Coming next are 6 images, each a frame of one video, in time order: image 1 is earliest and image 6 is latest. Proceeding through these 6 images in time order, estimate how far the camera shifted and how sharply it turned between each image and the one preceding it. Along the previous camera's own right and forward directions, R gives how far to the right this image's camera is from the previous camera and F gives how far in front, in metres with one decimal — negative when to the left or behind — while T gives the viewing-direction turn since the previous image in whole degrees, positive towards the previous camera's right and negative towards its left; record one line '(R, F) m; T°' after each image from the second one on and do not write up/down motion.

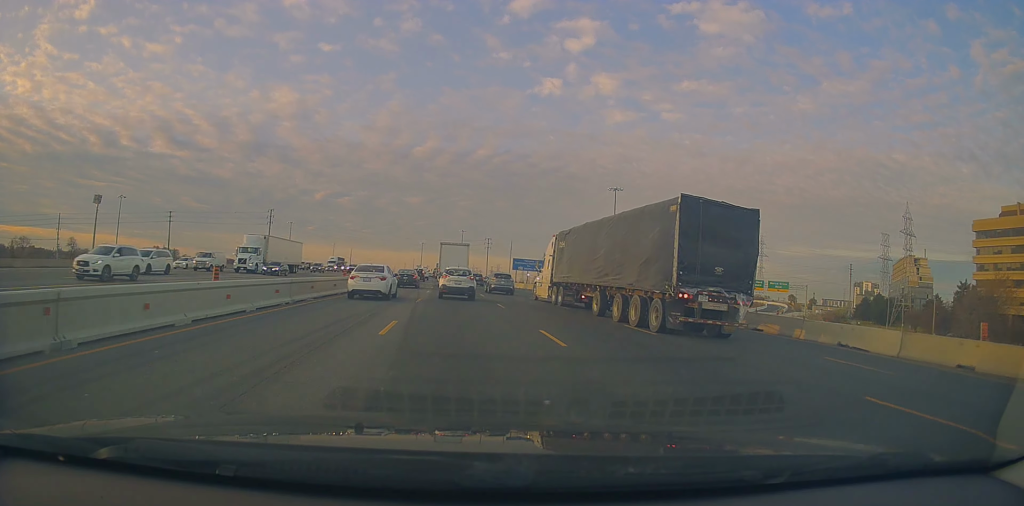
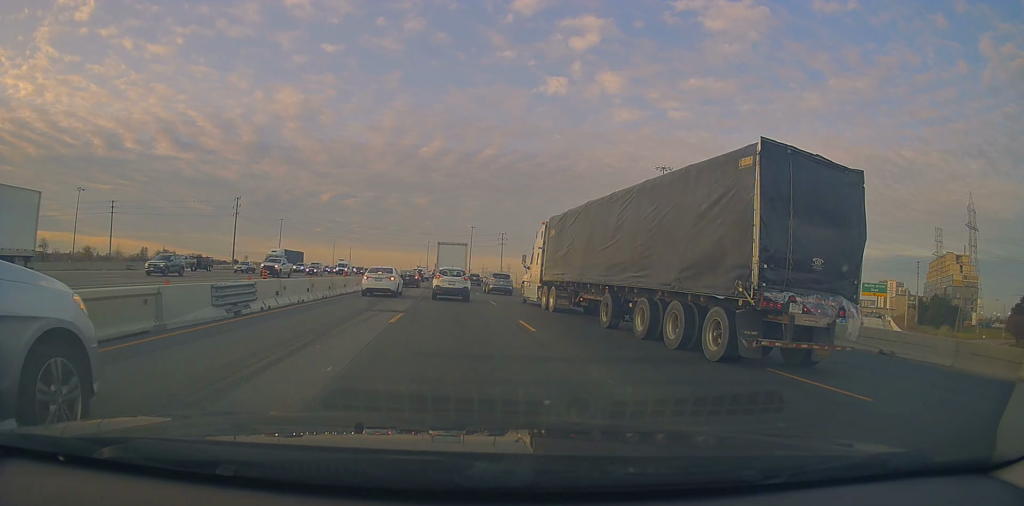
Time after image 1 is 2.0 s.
(-0.1, +33.2) m; -1°
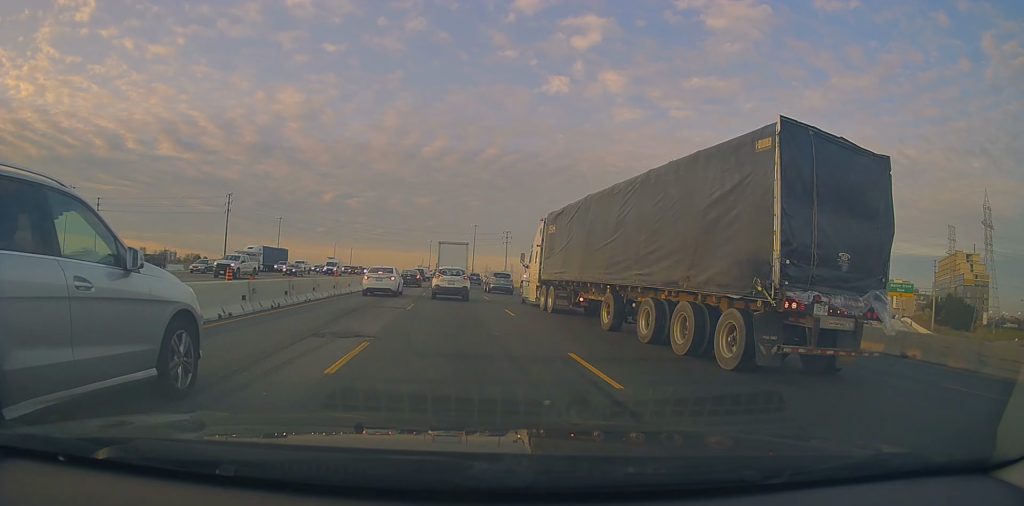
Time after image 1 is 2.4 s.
(-0.1, +7.0) m; -1°
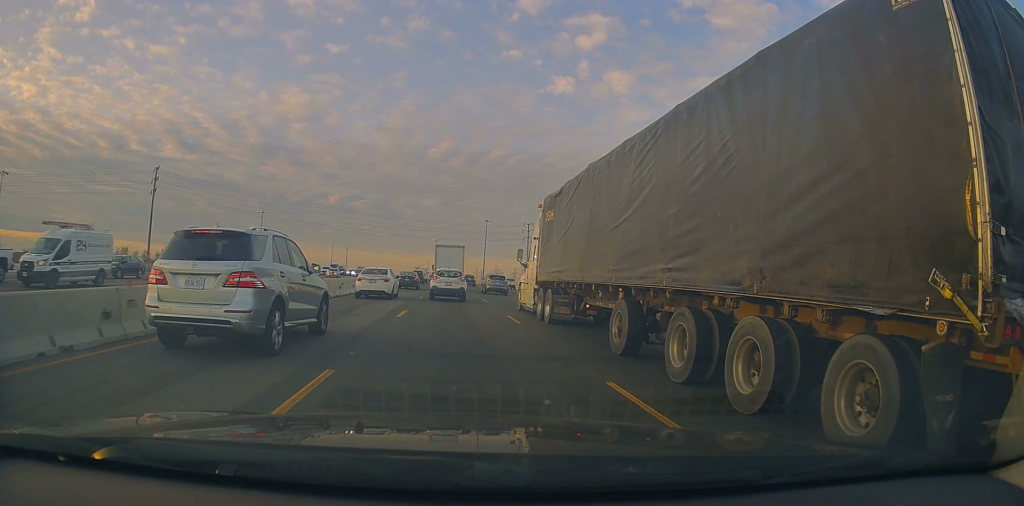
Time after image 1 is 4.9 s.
(-0.5, +38.3) m; -2°
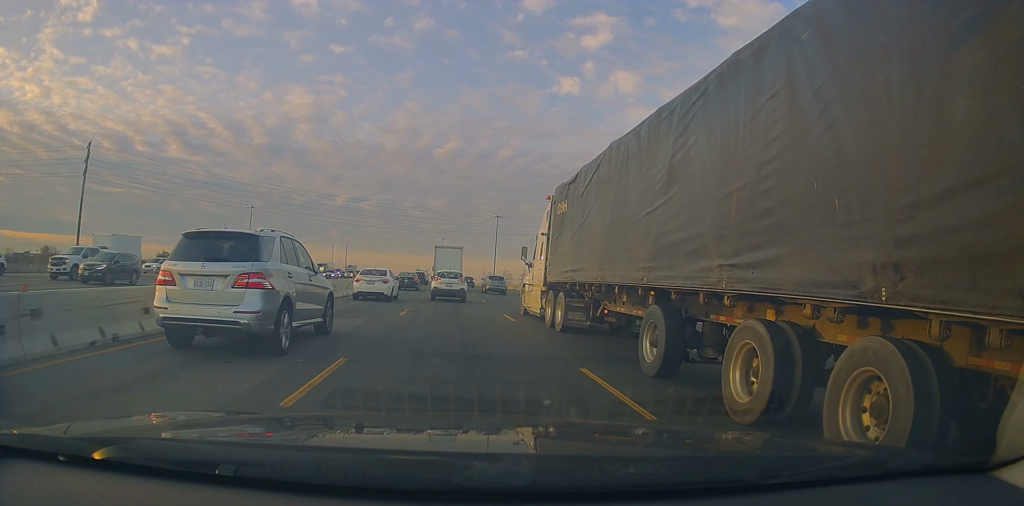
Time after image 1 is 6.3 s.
(-0.2, +22.5) m; 0°
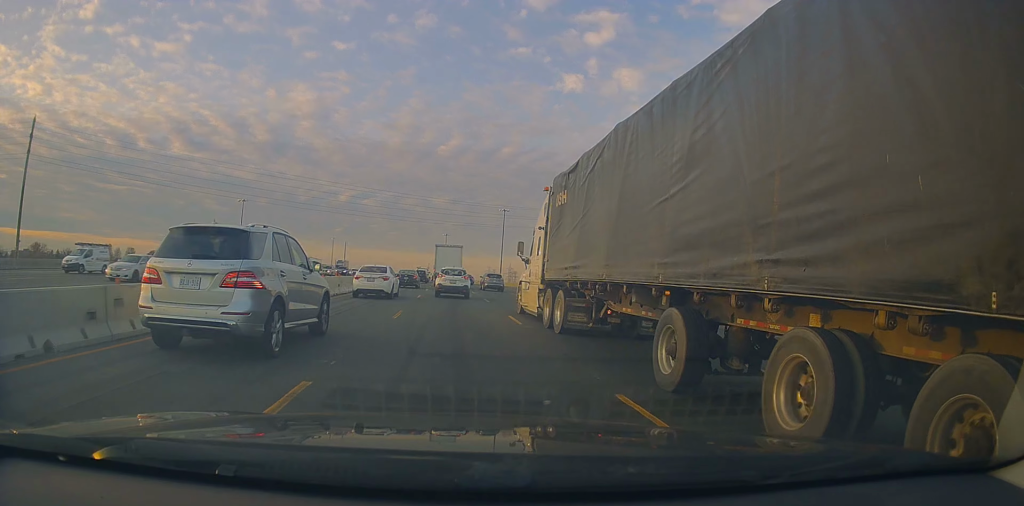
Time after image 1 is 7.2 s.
(+0.2, +13.8) m; +1°
